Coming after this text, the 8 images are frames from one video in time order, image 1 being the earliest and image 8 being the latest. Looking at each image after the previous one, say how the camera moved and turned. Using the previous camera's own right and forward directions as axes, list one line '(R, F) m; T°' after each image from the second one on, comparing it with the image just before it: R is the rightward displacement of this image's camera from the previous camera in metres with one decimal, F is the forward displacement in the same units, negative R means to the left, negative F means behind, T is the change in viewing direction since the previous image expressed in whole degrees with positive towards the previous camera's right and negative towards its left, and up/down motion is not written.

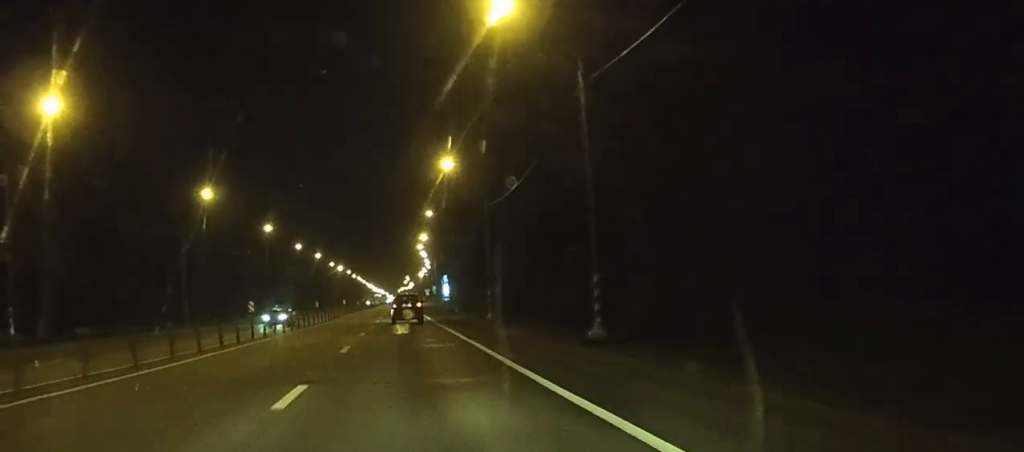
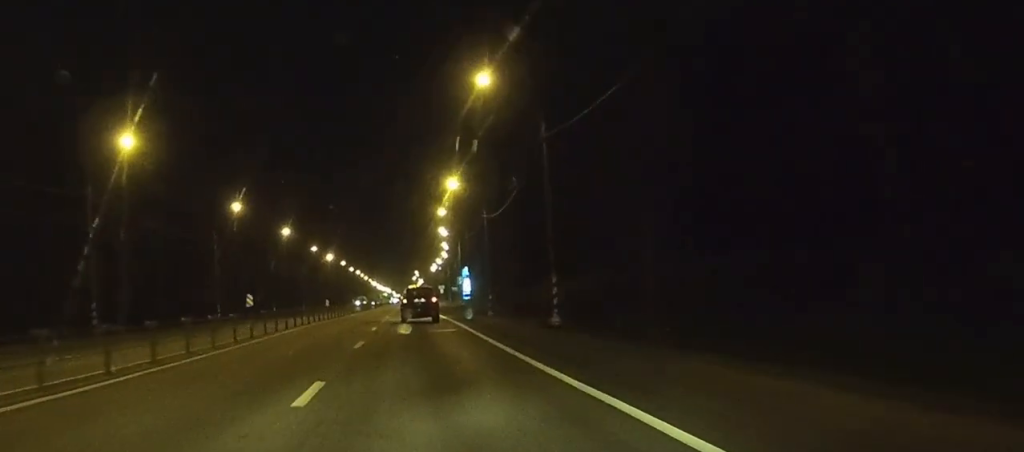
(-0.5, +60.3) m; -1°
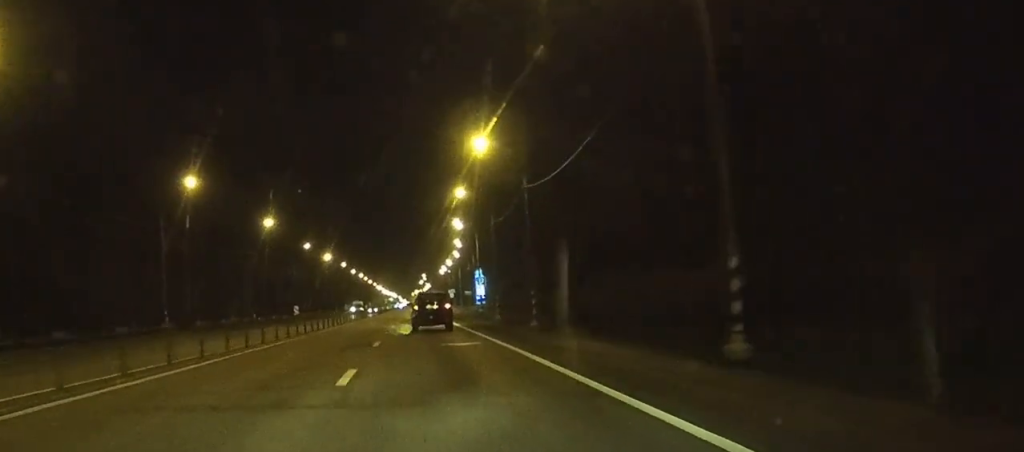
(0.0, +21.1) m; 0°
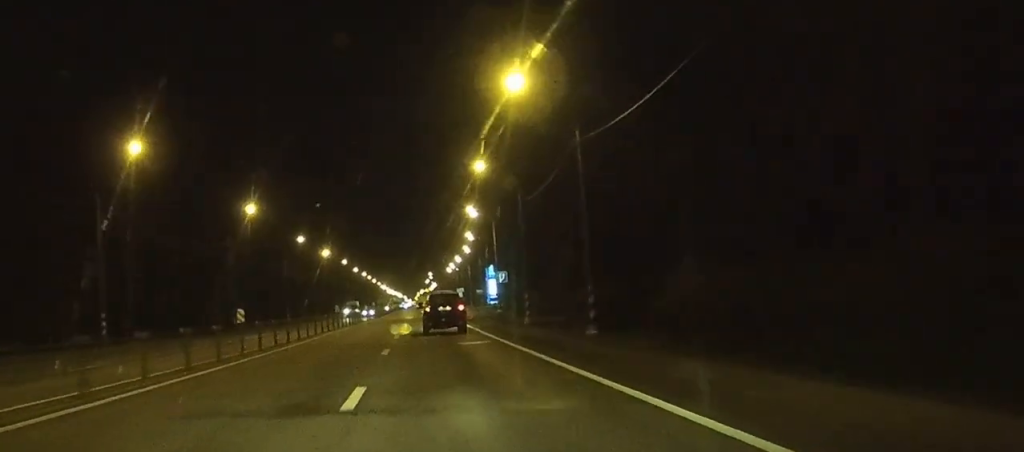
(0.0, +14.9) m; 0°
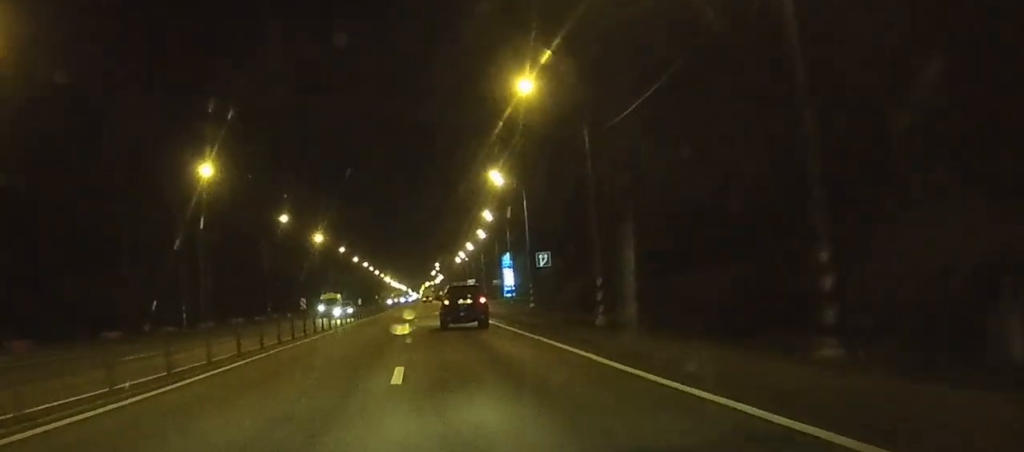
(0.0, +21.2) m; 0°
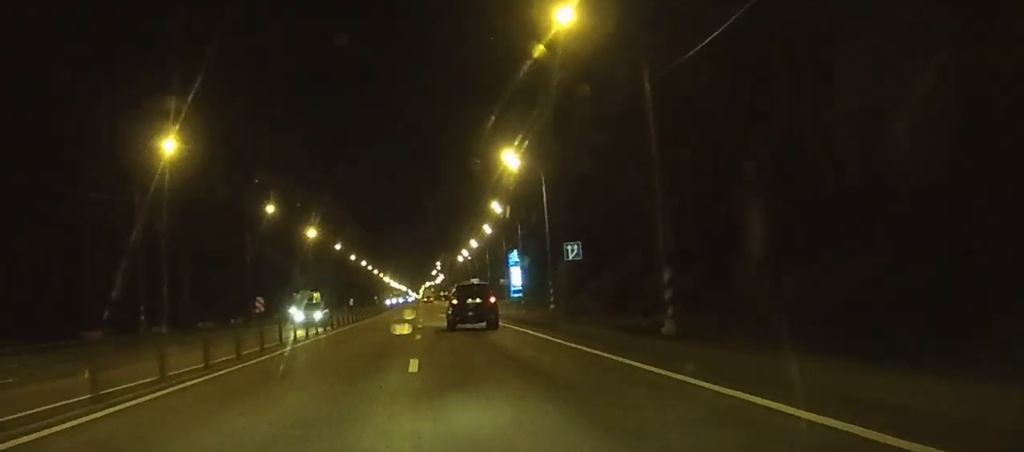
(0.0, +10.2) m; 0°
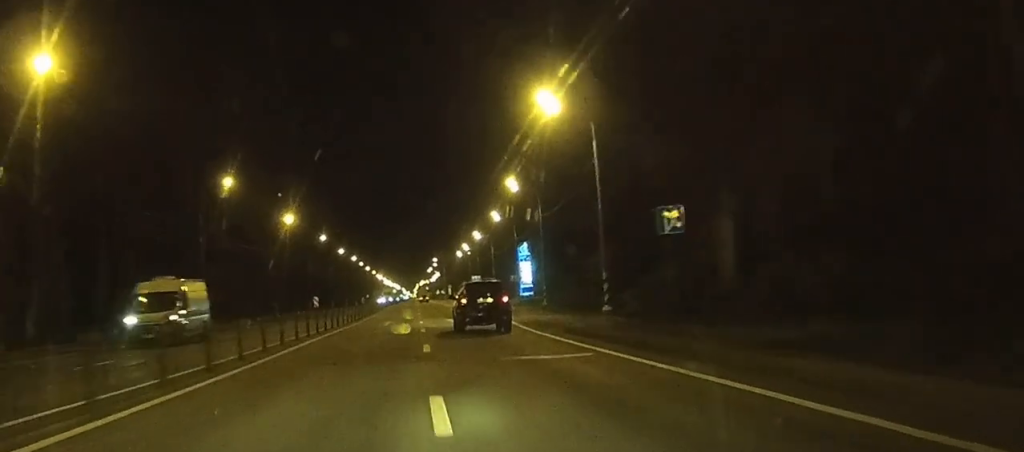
(0.0, +19.0) m; 0°
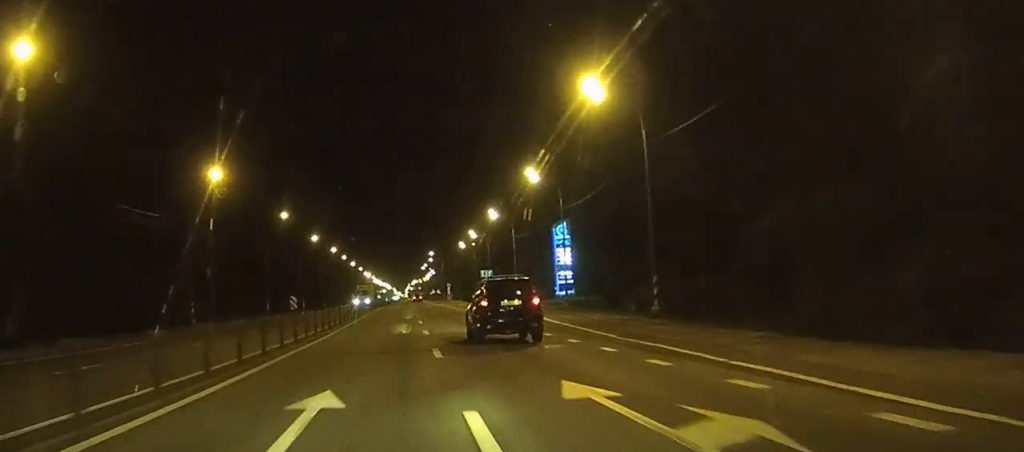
(+0.1, +37.5) m; 0°
